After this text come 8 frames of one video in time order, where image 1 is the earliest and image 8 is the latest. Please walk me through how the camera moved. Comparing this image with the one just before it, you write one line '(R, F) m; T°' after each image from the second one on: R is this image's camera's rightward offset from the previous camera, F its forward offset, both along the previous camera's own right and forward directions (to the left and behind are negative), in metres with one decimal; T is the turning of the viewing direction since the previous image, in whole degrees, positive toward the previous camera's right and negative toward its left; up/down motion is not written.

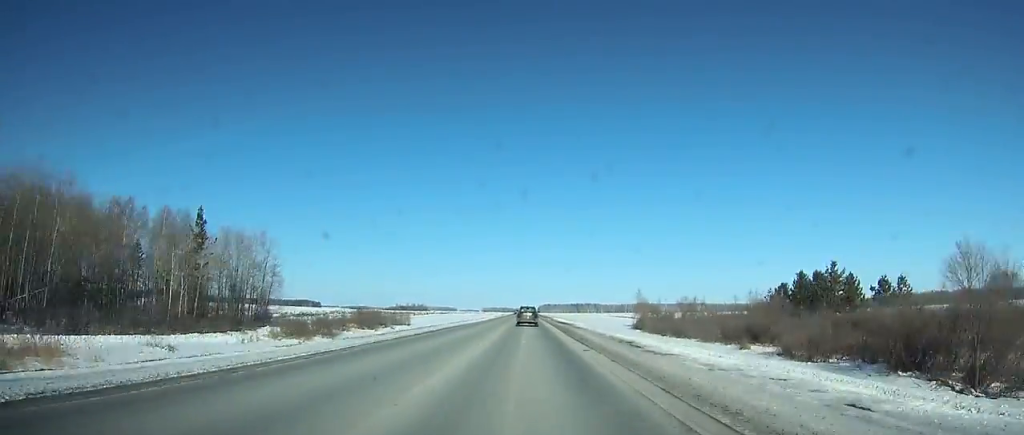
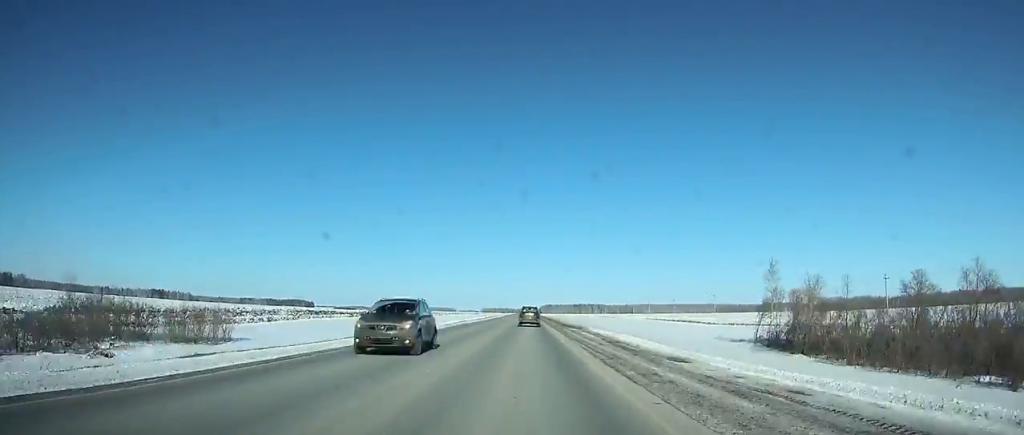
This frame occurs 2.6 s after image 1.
(0.0, +73.6) m; 0°
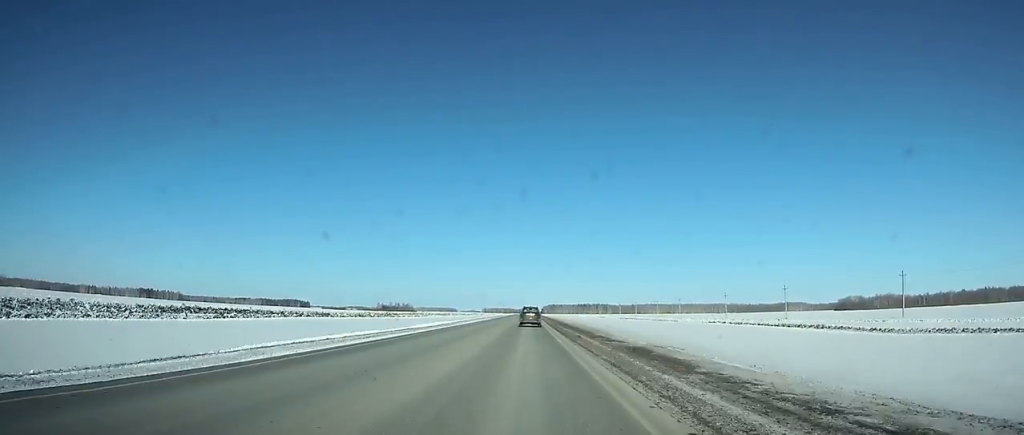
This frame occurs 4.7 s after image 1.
(-0.1, +59.4) m; 0°
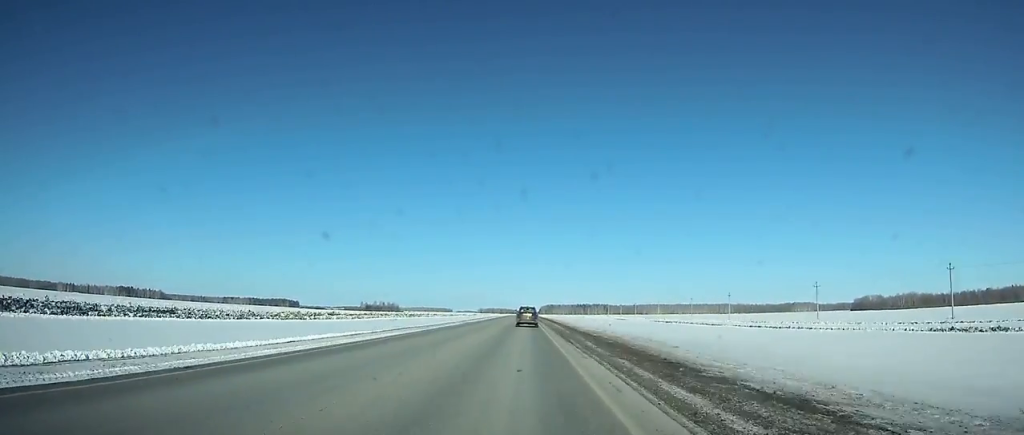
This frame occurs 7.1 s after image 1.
(0.0, +68.0) m; 0°
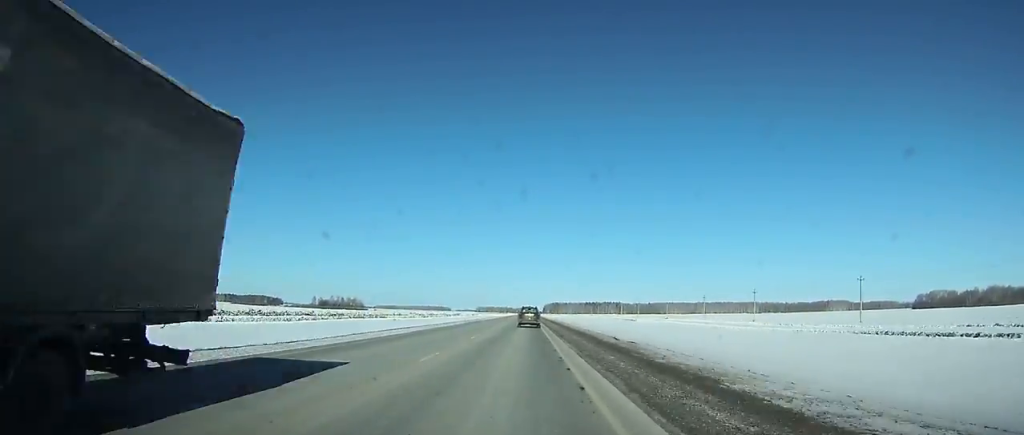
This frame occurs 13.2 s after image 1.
(0.0, +174.2) m; 0°
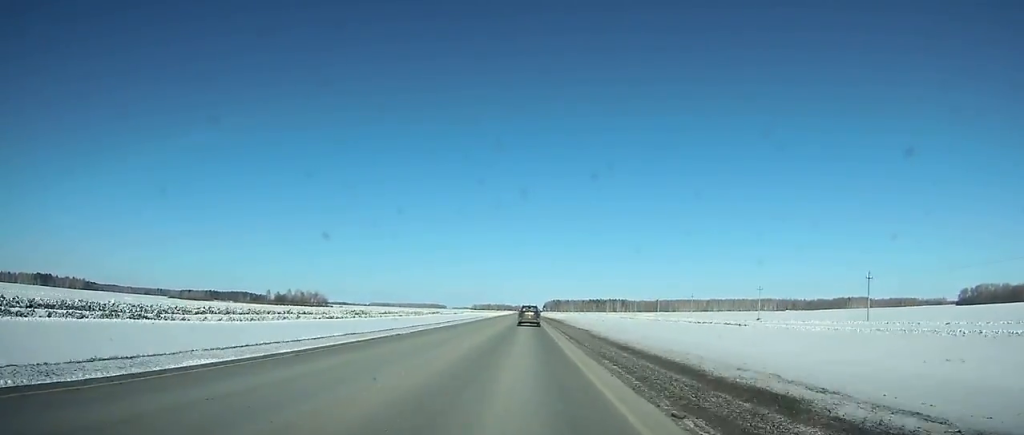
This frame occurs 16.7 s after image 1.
(-0.1, +100.5) m; 0°
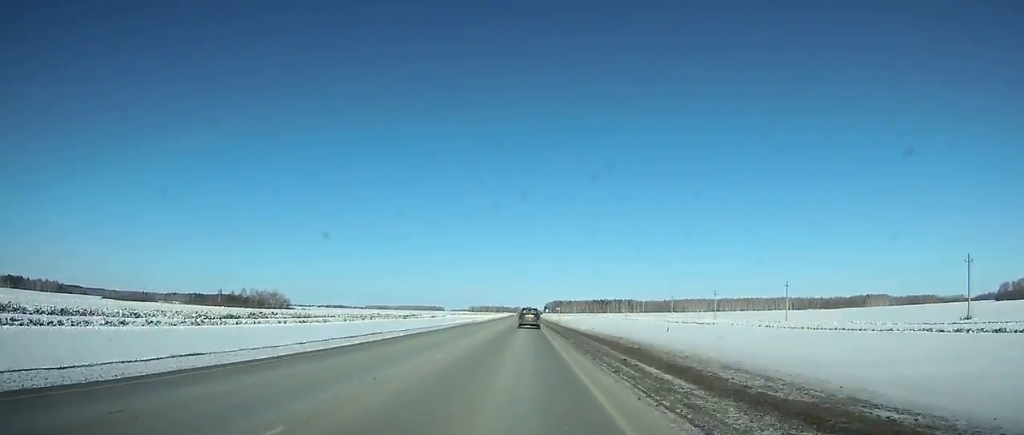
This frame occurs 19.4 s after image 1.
(+0.2, +77.2) m; 0°
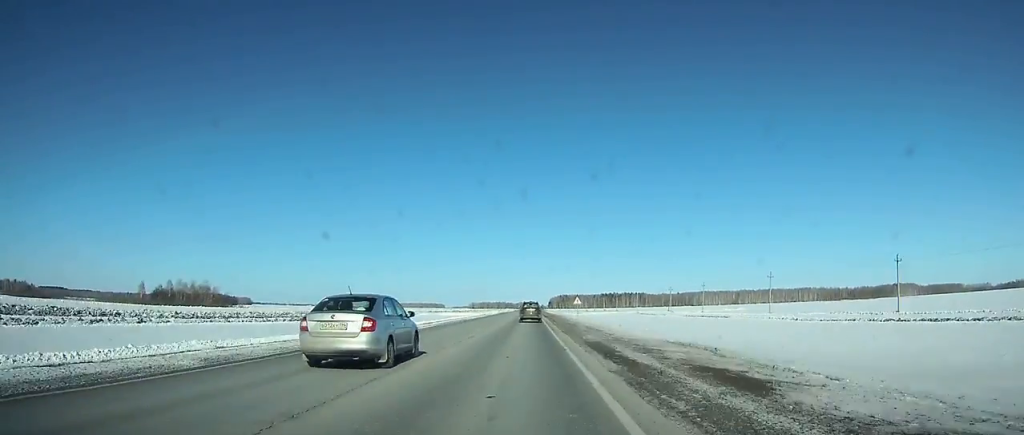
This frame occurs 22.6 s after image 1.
(-0.1, +90.5) m; 0°
